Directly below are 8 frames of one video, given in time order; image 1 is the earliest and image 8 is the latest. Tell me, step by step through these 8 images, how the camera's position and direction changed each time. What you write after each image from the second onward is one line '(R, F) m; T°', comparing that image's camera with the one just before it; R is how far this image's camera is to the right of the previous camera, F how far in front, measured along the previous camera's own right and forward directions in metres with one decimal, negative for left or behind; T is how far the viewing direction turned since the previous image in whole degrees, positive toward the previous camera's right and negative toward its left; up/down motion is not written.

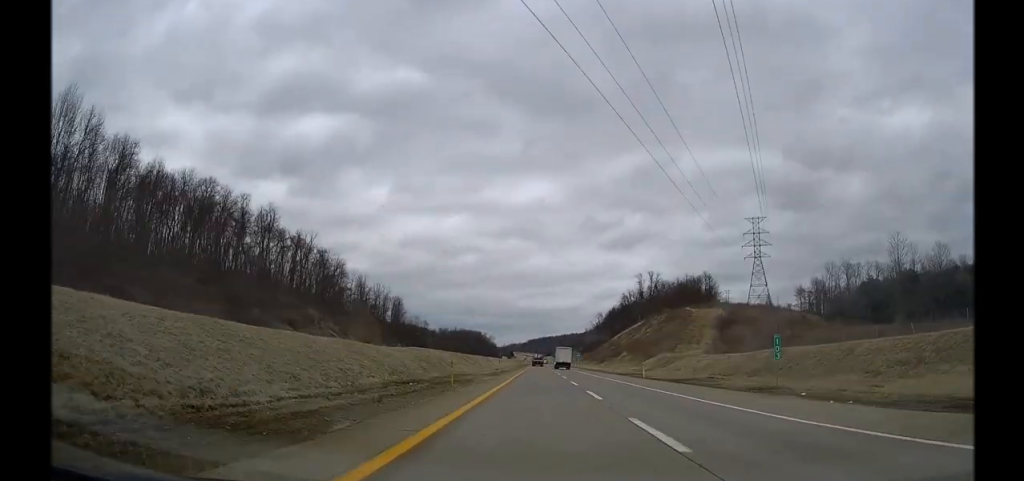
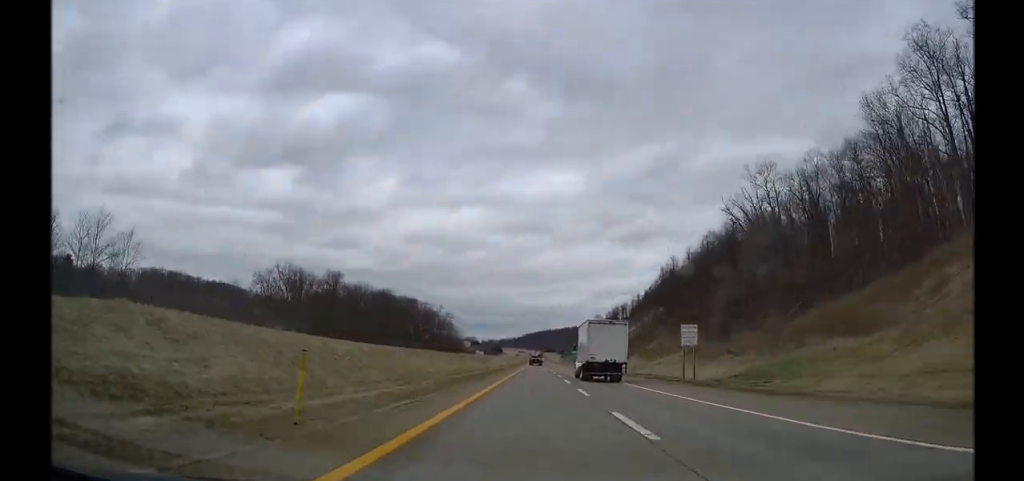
(+0.1, +231.1) m; 0°
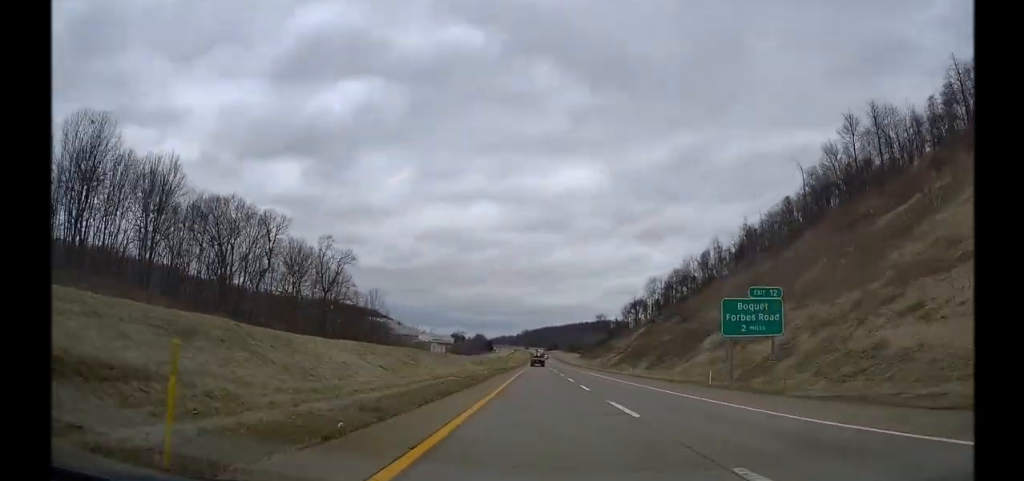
(-0.3, +155.5) m; 0°
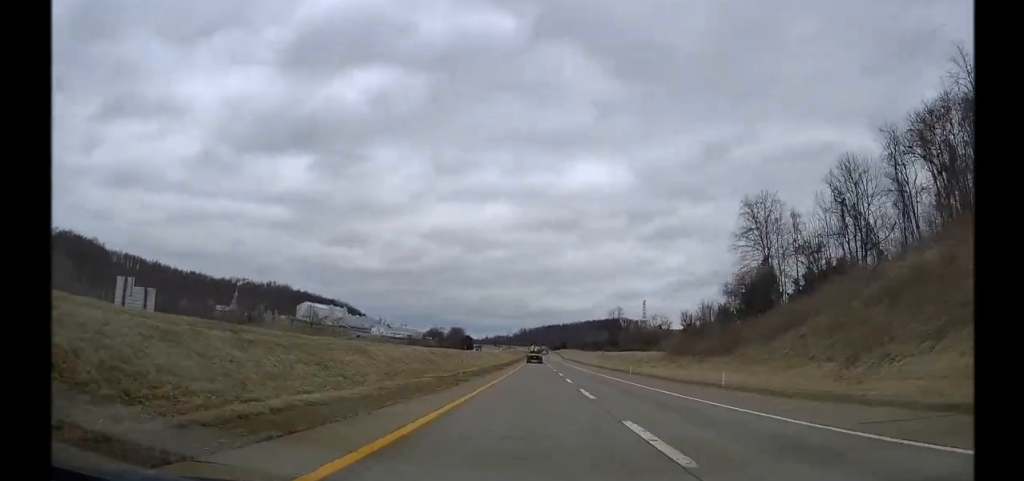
(-0.3, +152.6) m; -1°
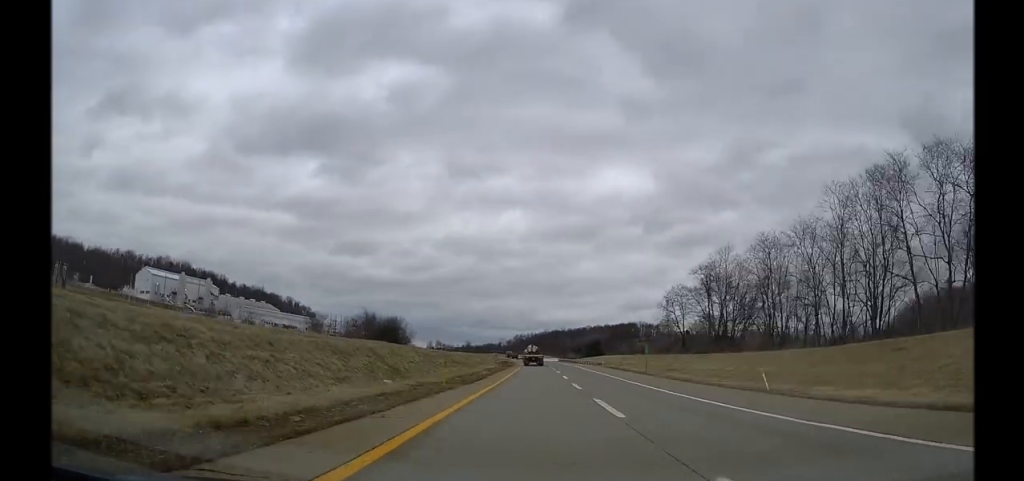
(-1.0, +178.7) m; -2°
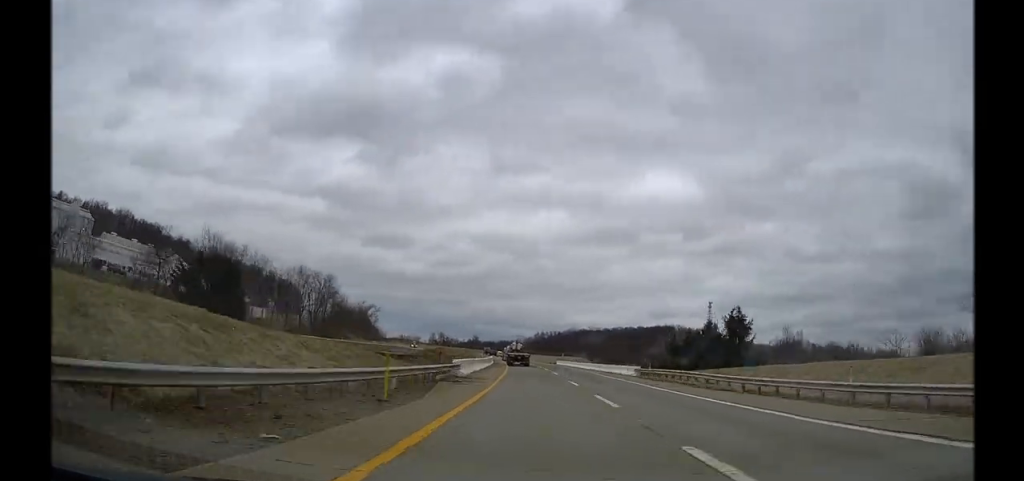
(-0.9, +92.2) m; -2°
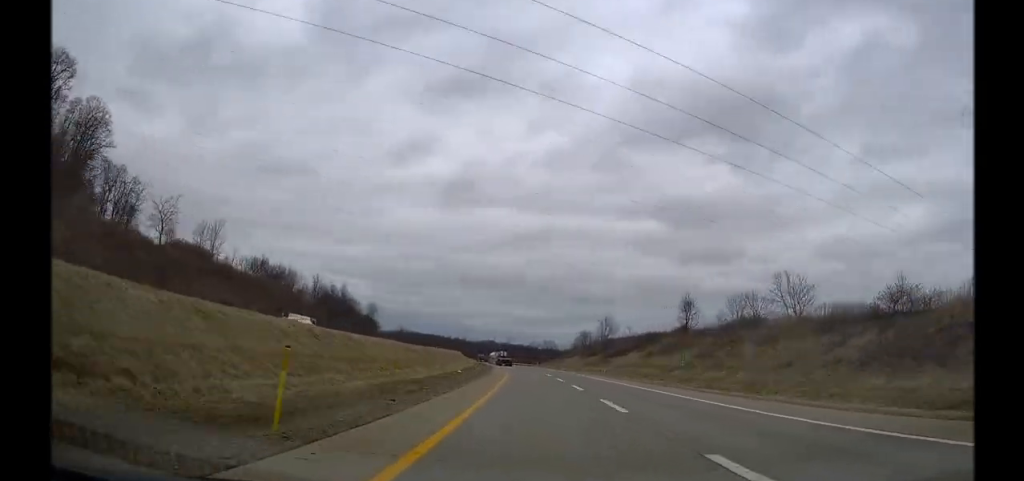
(-76.4, +469.8) m; -21°
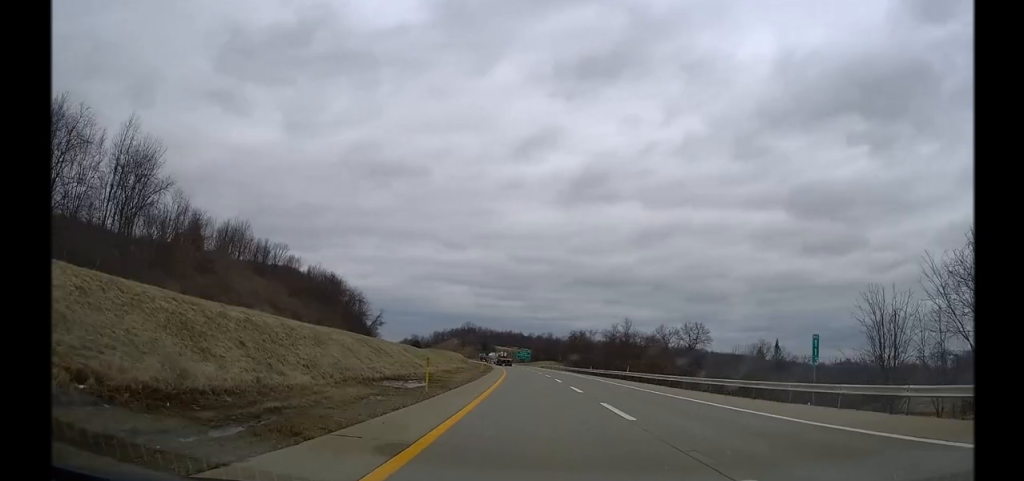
(-3.9, +116.0) m; -9°
